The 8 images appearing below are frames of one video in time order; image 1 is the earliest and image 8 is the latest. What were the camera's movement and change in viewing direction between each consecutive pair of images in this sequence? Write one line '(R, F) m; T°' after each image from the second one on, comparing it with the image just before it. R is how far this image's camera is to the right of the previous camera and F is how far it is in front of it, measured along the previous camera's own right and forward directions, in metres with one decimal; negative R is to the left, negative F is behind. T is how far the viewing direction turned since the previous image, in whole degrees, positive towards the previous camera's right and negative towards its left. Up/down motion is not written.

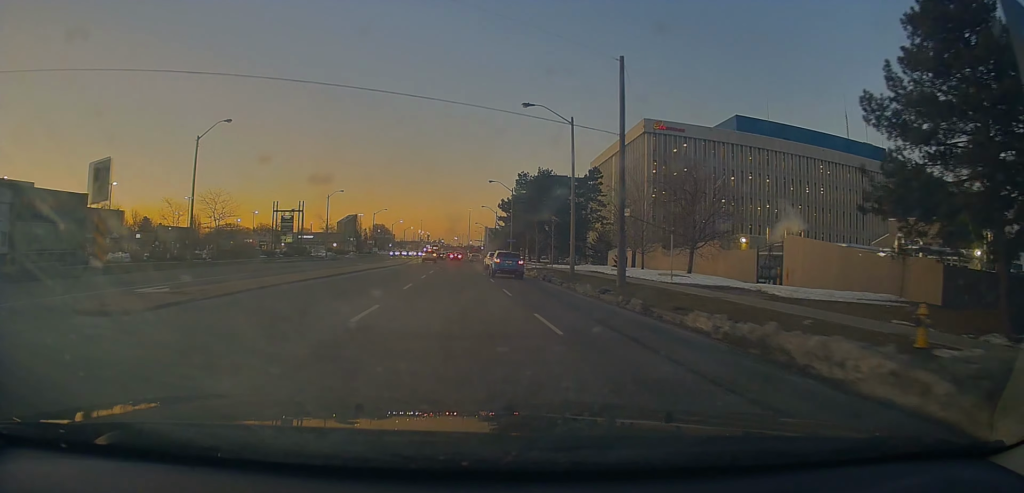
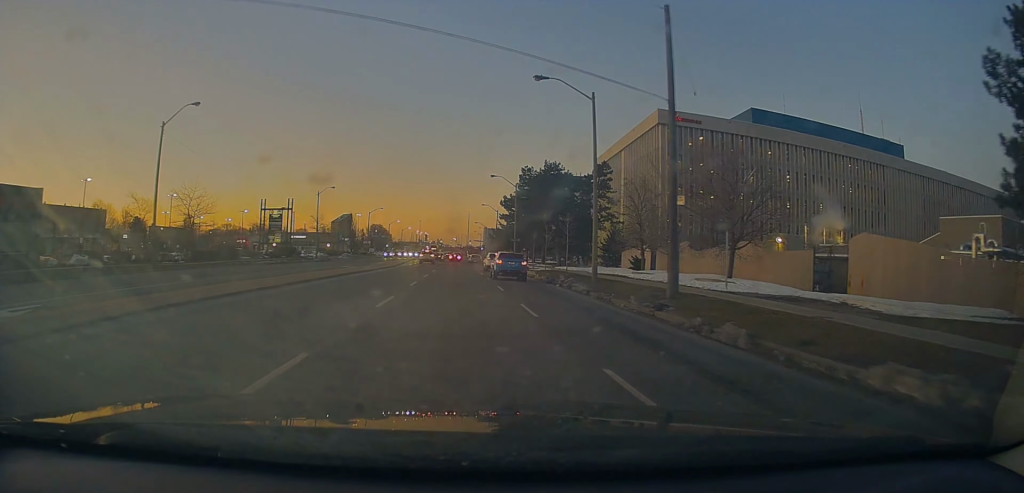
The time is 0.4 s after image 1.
(+0.1, +6.2) m; 0°
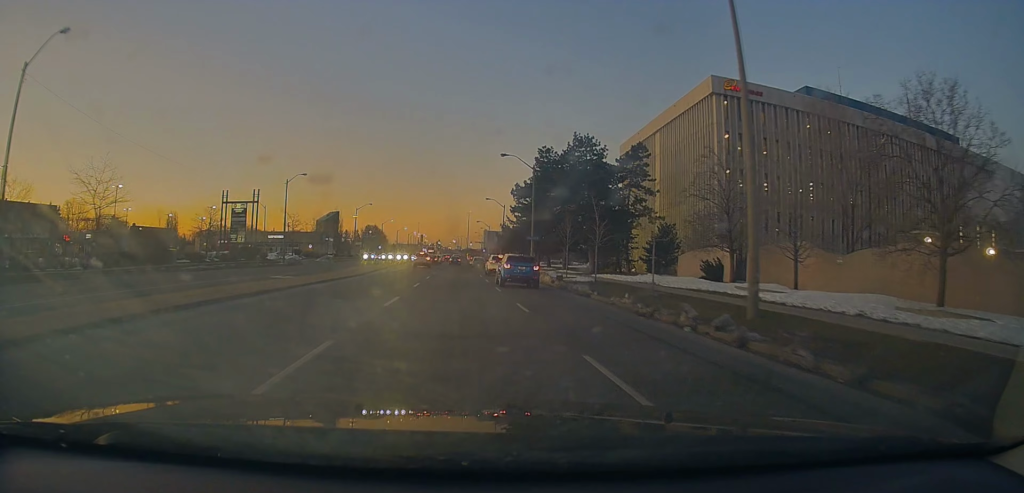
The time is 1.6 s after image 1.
(0.0, +16.7) m; +1°
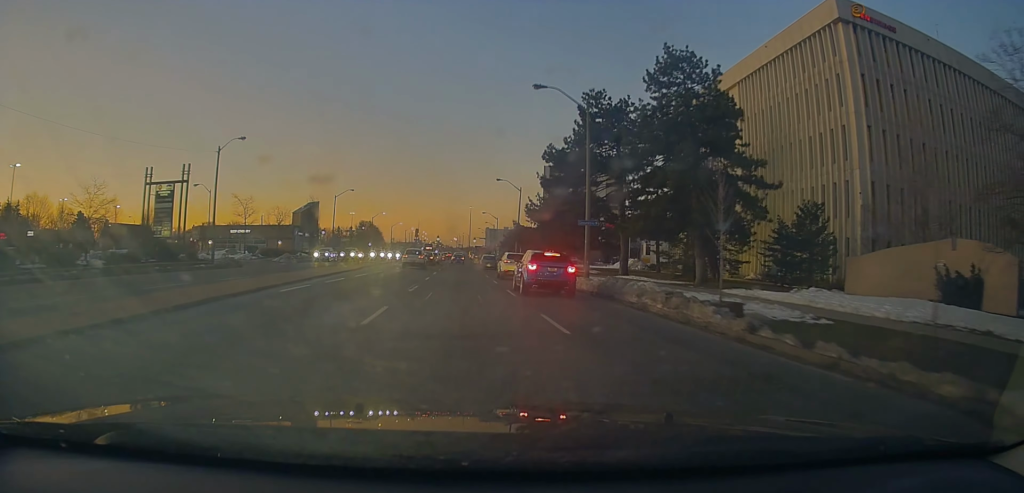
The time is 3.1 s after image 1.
(+0.5, +21.7) m; 0°
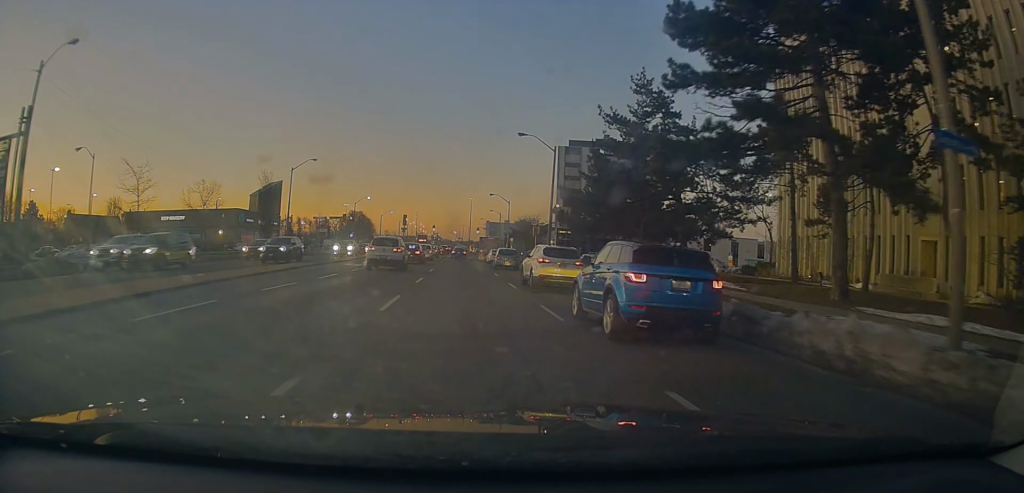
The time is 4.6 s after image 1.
(-0.7, +24.8) m; 0°
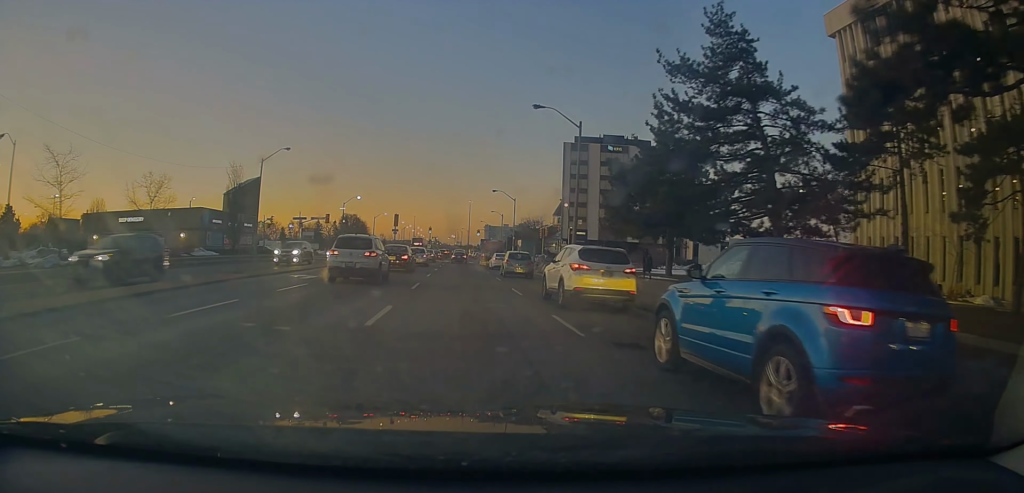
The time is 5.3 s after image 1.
(+0.1, +10.4) m; +1°
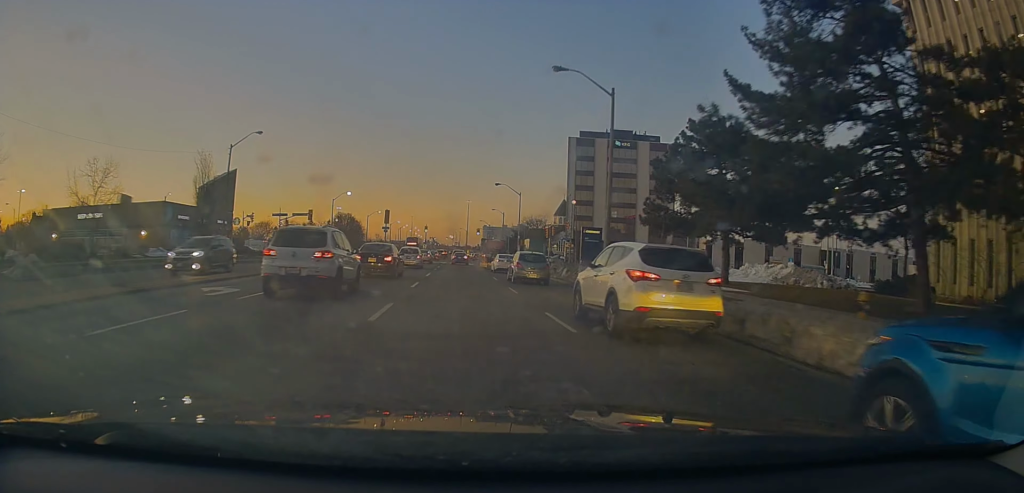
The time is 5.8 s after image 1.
(0.0, +8.4) m; 0°
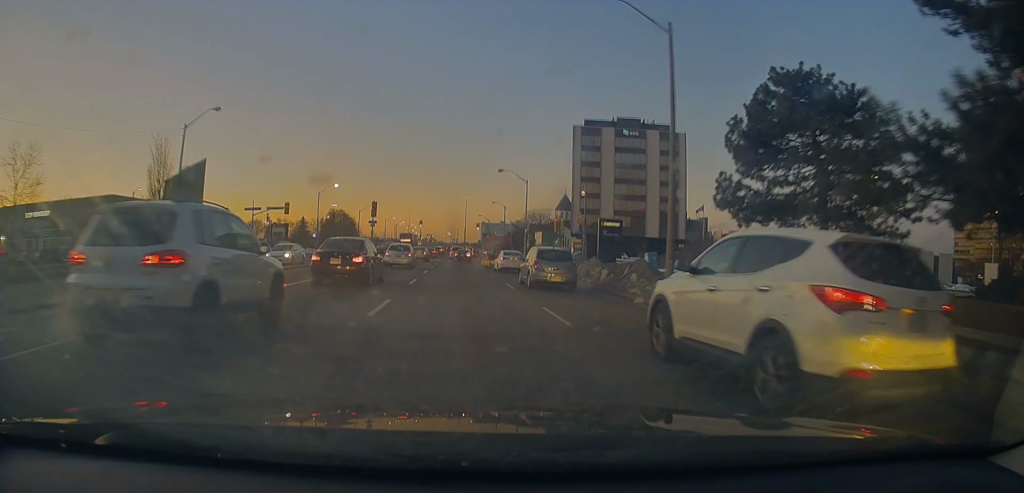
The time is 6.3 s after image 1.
(0.0, +9.0) m; 0°
